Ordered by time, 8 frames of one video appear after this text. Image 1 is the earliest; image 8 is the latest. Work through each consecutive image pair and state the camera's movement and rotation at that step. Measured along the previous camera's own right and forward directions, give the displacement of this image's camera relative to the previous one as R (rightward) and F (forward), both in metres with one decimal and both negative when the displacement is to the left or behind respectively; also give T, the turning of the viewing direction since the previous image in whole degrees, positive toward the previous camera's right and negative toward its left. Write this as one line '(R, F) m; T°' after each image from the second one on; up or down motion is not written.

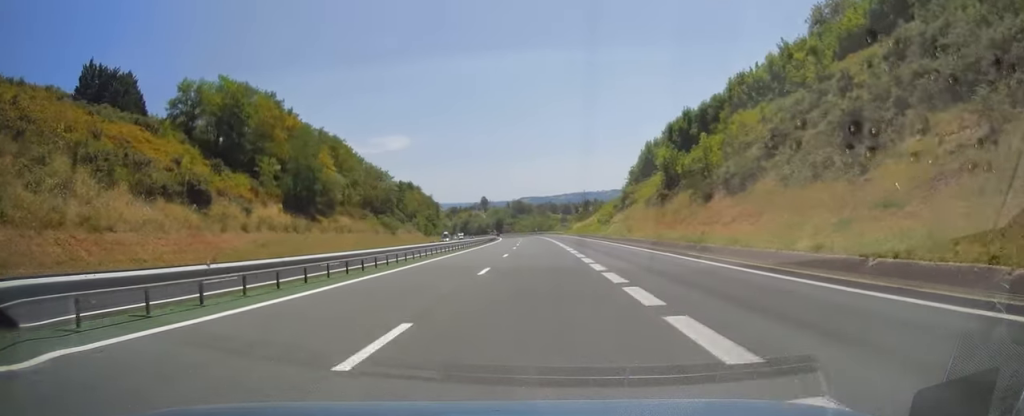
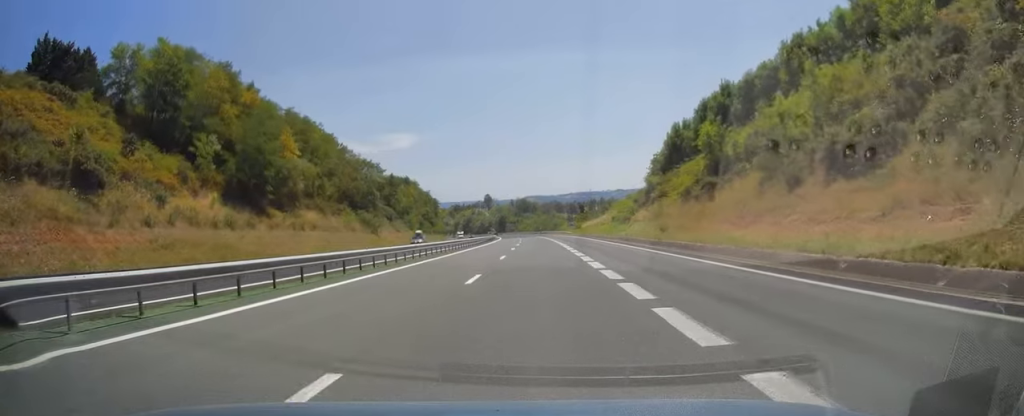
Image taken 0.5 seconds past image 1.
(0.0, +16.3) m; 0°
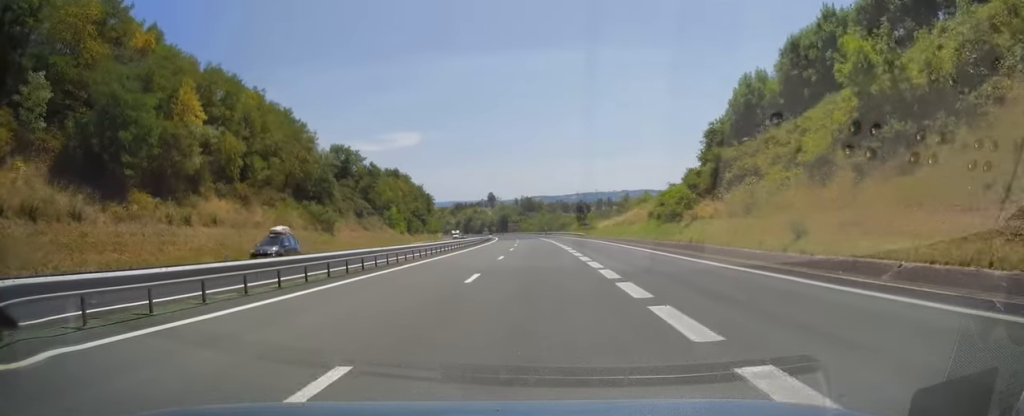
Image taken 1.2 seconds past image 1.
(-0.1, +25.7) m; -1°
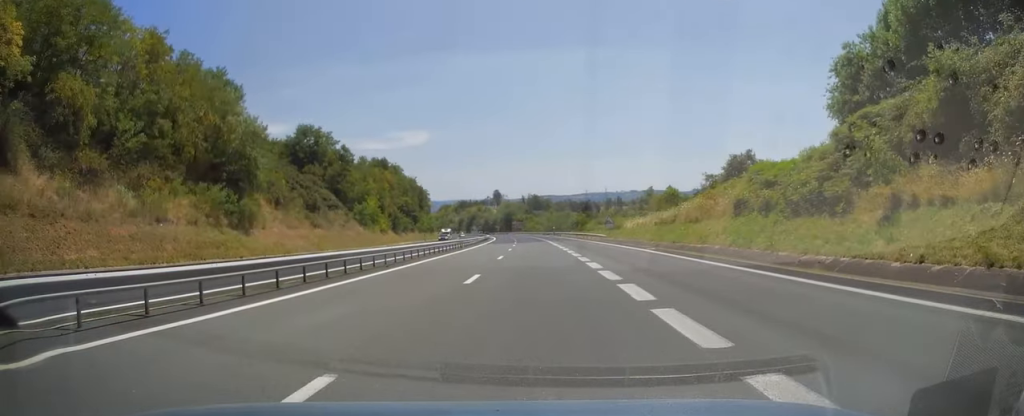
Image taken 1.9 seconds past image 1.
(-0.1, +26.3) m; -1°
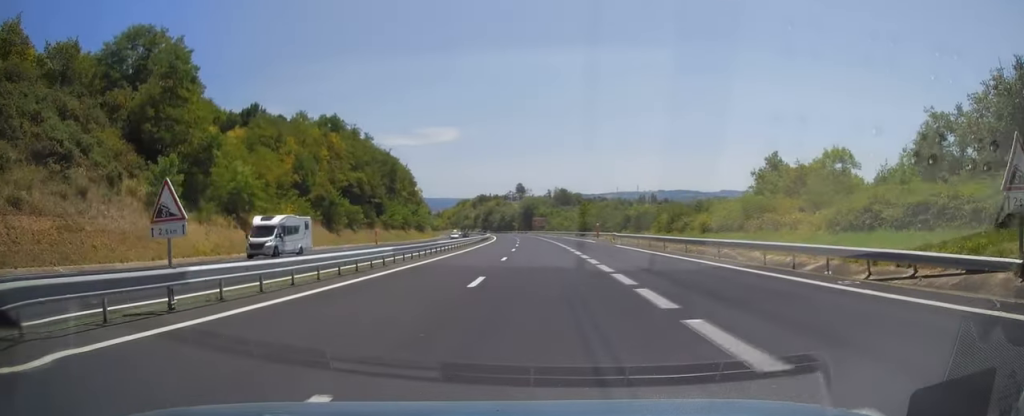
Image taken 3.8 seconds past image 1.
(-1.1, +66.0) m; -2°
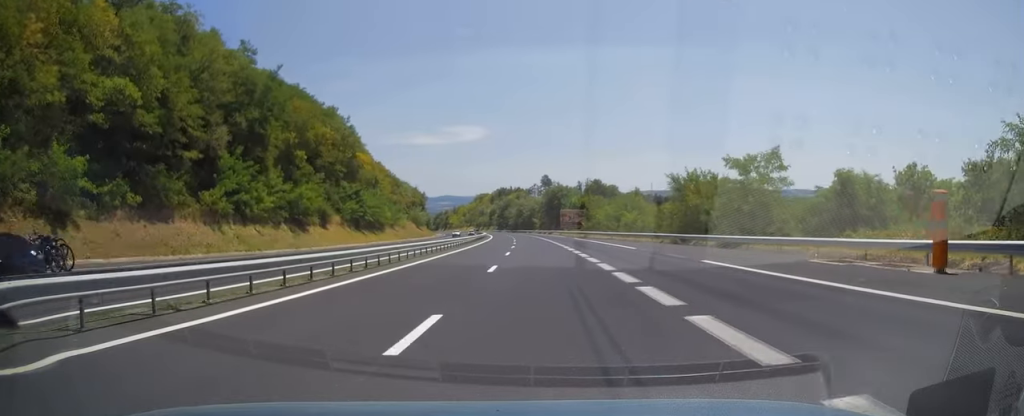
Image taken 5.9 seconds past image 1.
(-2.2, +72.9) m; -3°
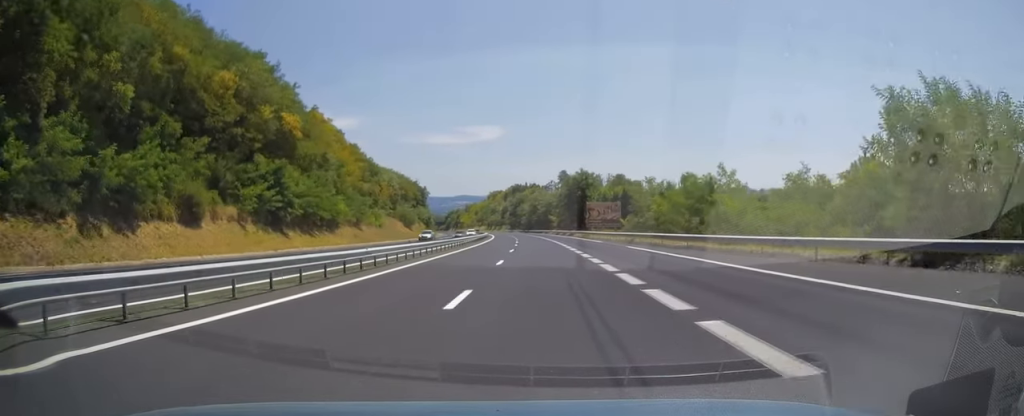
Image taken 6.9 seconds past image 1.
(-0.1, +35.1) m; -1°
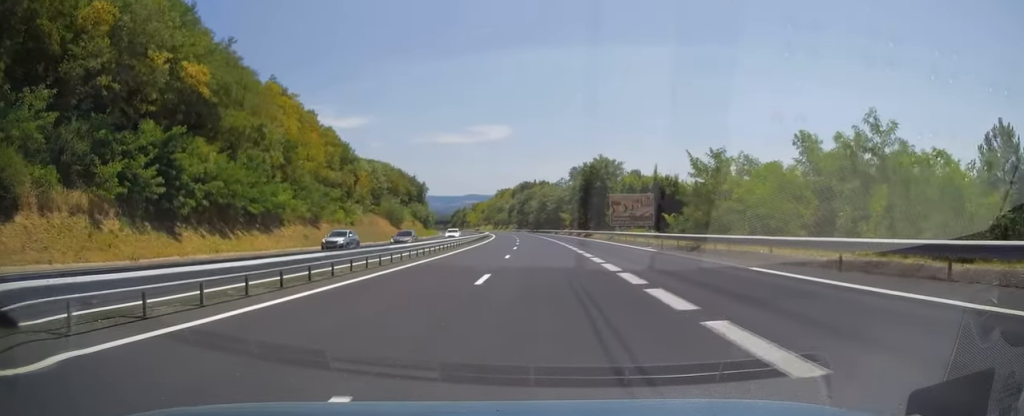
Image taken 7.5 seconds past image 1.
(-0.4, +21.7) m; -1°
